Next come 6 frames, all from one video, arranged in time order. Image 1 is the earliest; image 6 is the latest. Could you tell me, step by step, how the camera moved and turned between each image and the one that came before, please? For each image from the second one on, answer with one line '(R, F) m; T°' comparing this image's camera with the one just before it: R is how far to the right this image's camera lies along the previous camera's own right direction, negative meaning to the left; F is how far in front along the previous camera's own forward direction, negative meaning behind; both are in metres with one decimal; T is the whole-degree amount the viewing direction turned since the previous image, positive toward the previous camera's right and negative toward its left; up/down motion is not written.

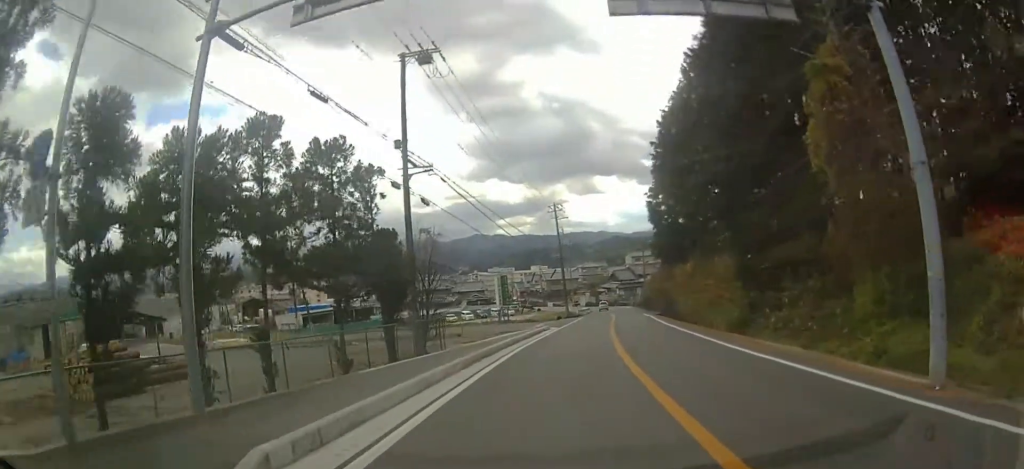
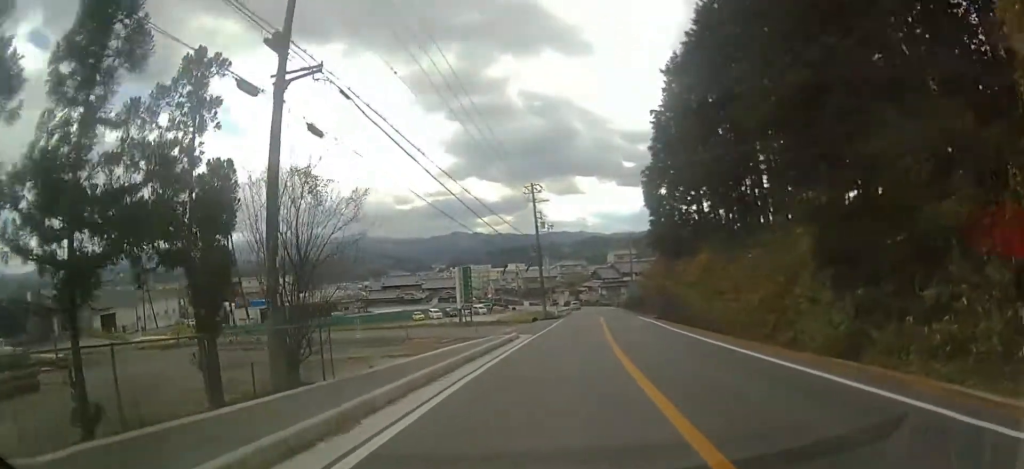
(+0.1, +9.2) m; +2°
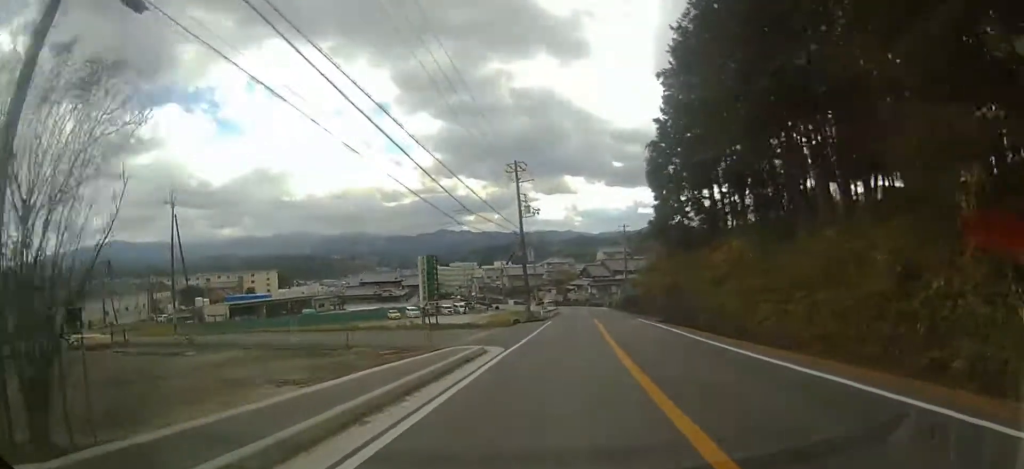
(+0.1, +7.4) m; +1°
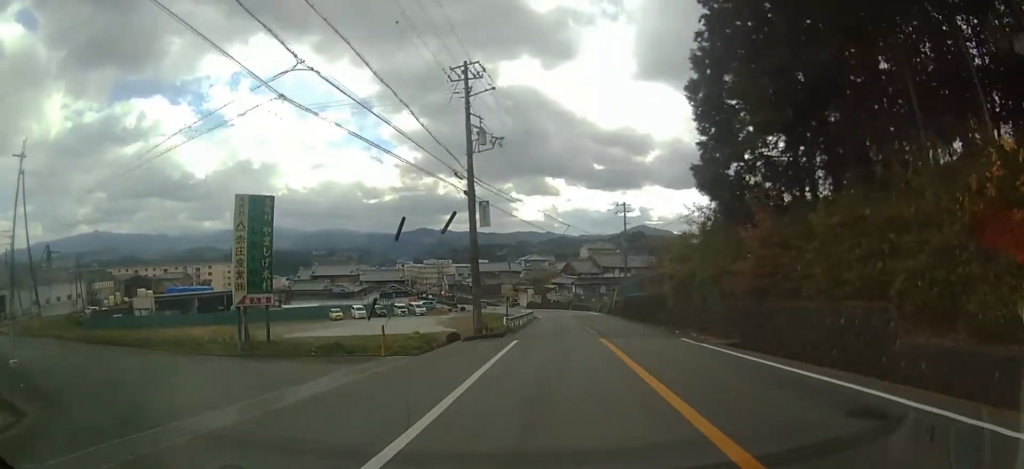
(+0.2, +16.8) m; +2°
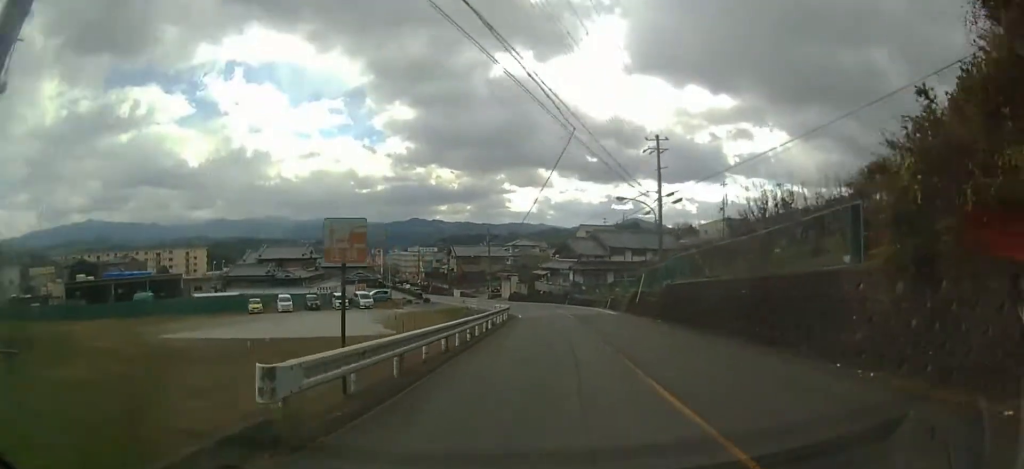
(+1.0, +20.4) m; +4°
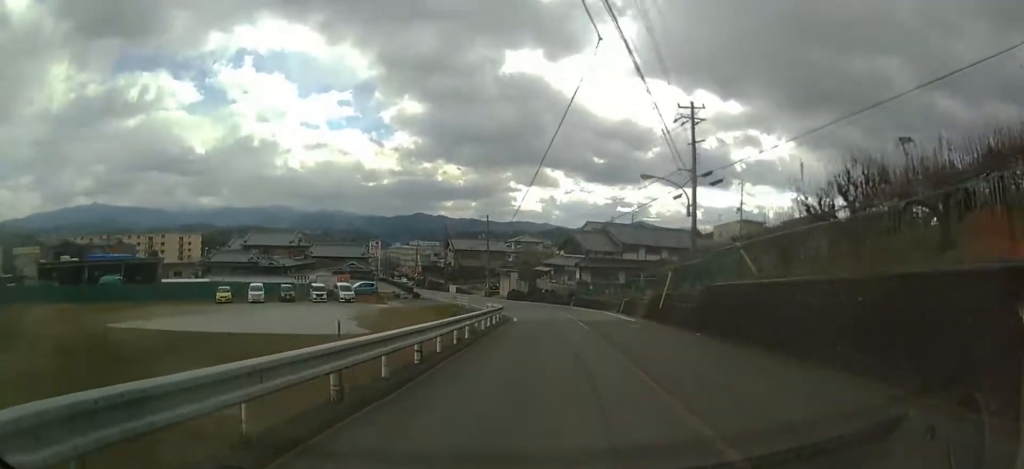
(0.0, +6.9) m; 0°
